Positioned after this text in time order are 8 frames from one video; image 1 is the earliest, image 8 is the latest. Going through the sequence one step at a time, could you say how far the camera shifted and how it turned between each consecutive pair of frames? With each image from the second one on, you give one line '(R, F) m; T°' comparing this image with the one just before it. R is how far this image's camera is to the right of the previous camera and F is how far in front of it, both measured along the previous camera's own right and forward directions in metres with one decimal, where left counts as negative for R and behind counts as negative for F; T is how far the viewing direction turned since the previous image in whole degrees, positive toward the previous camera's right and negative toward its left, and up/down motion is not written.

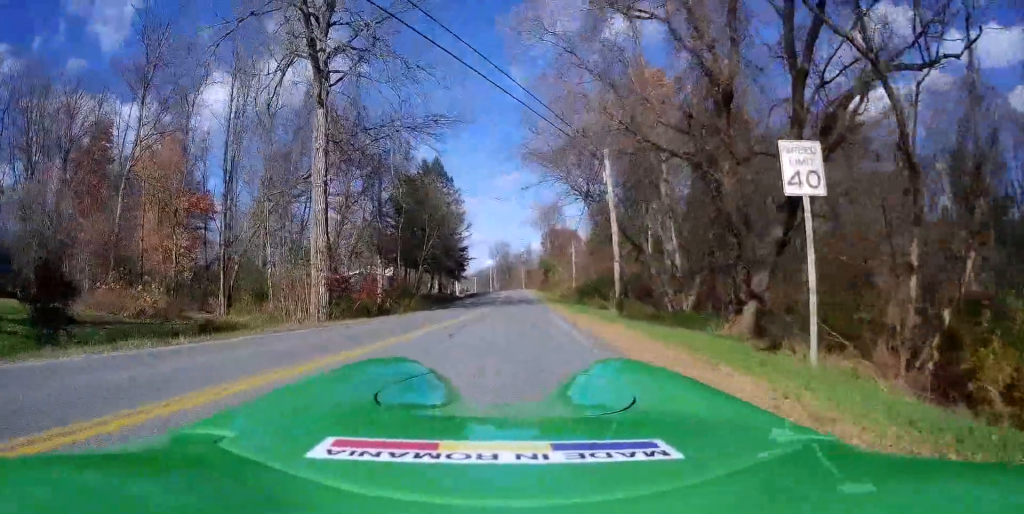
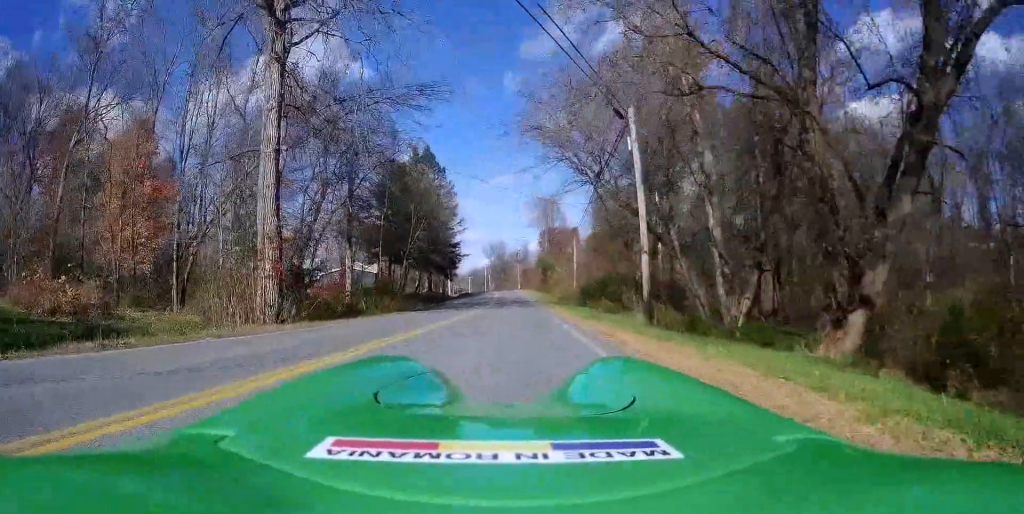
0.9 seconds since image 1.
(0.0, +6.0) m; -2°
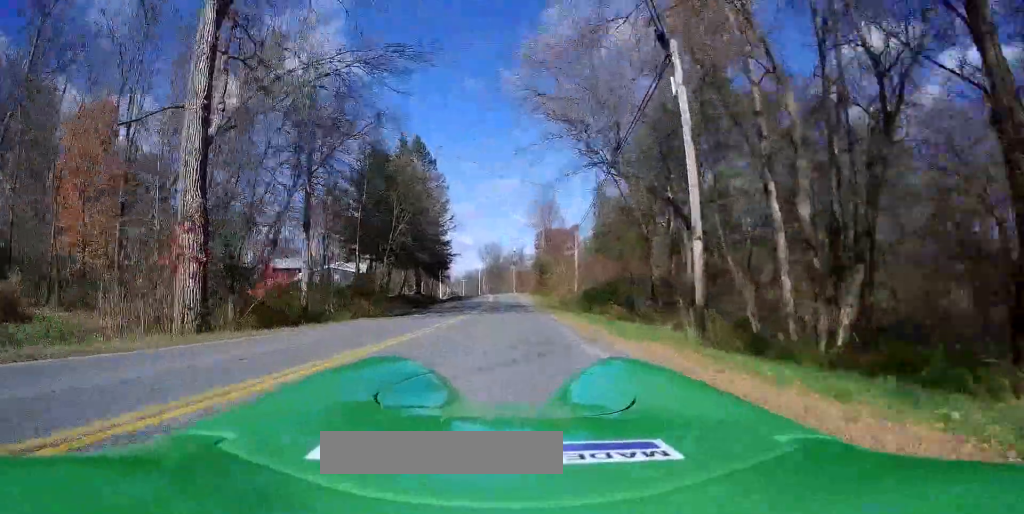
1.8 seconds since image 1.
(-0.2, +6.6) m; -1°
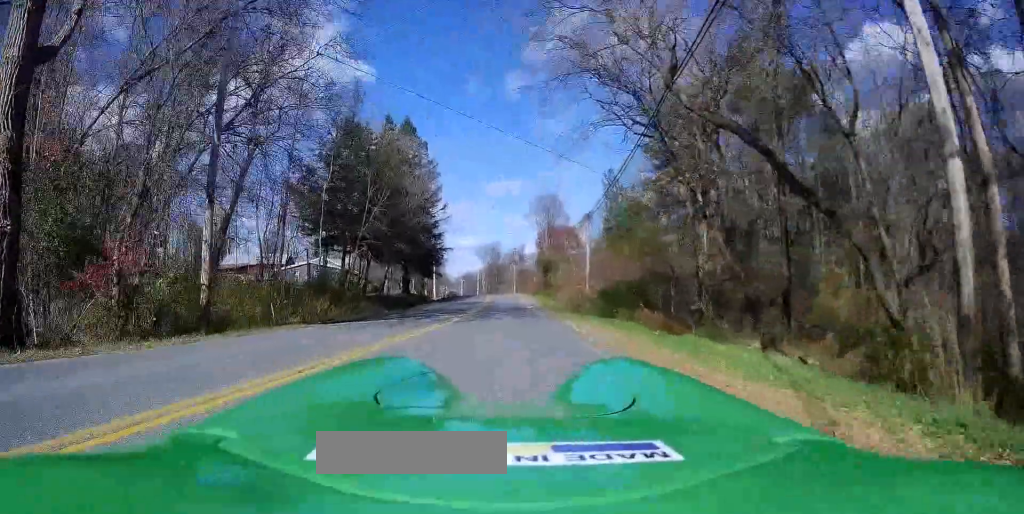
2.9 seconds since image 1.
(0.0, +8.4) m; +1°
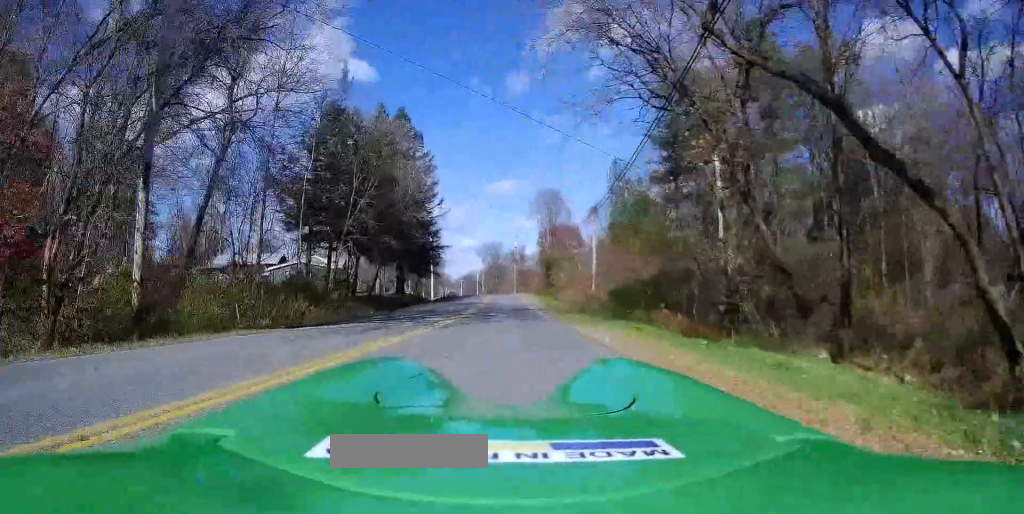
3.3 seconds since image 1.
(+0.1, +2.8) m; +1°
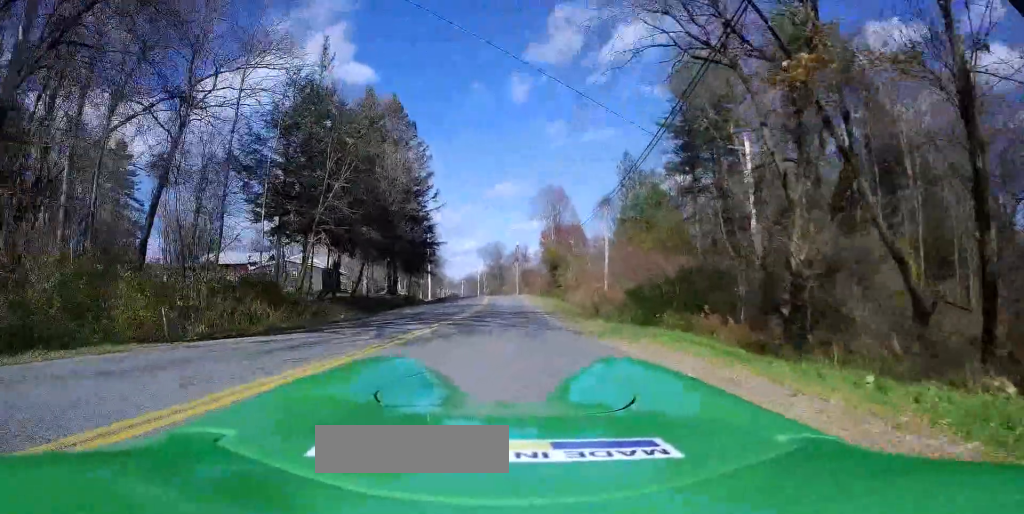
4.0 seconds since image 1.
(+0.1, +4.7) m; +1°
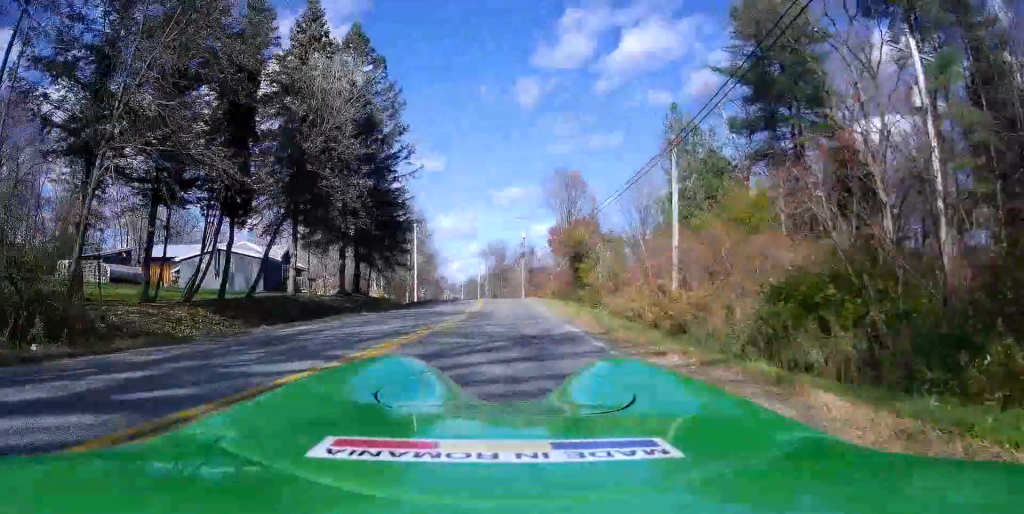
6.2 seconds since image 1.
(0.0, +15.4) m; 0°
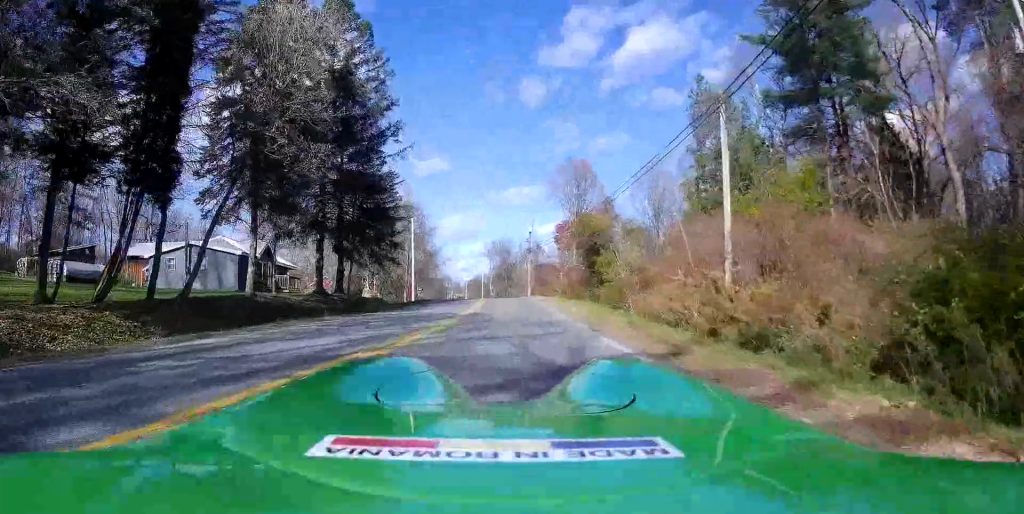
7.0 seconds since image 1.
(0.0, +5.3) m; 0°
